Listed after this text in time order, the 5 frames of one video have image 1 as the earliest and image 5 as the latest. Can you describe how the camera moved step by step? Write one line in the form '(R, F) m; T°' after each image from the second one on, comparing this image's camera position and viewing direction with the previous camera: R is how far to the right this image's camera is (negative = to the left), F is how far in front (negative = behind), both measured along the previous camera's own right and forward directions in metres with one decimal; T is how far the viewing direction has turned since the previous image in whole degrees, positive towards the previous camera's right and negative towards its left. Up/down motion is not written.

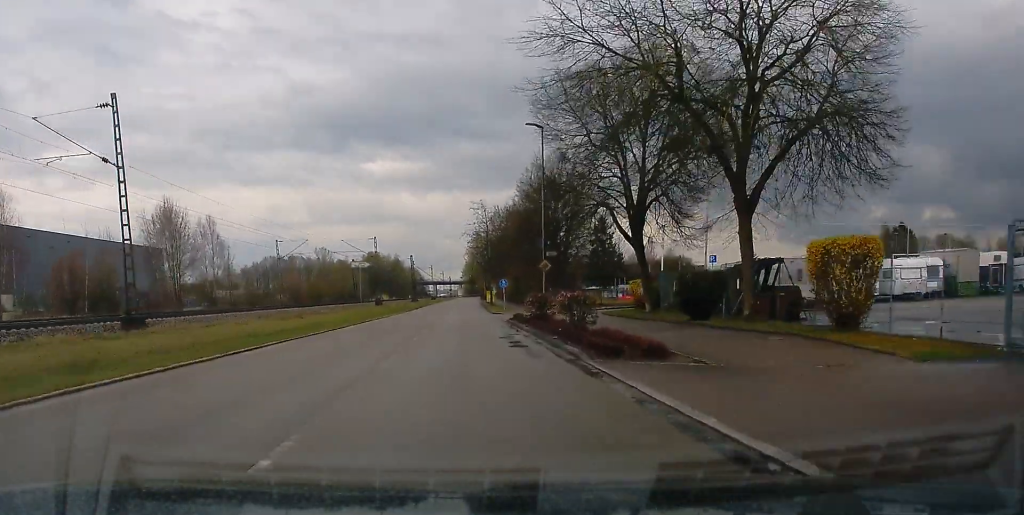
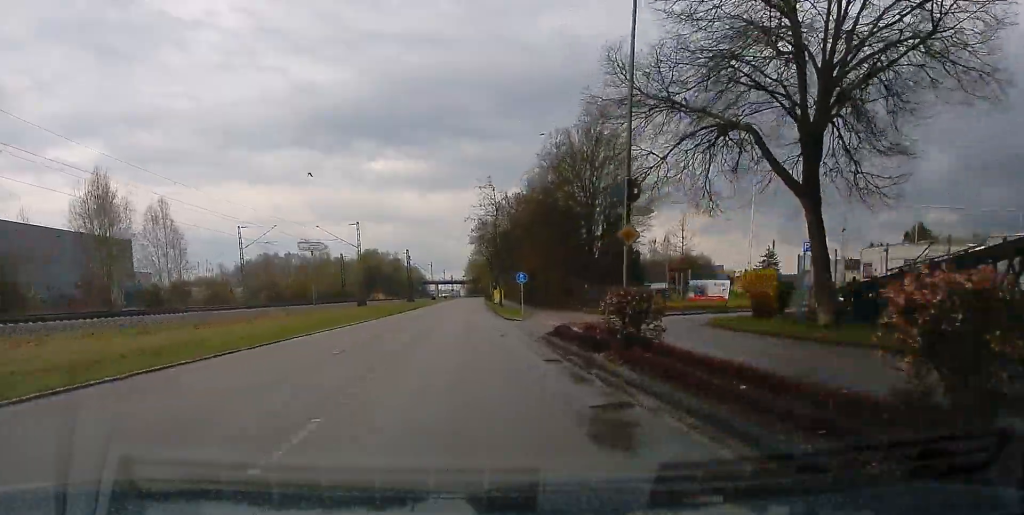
(0.0, +17.1) m; 0°
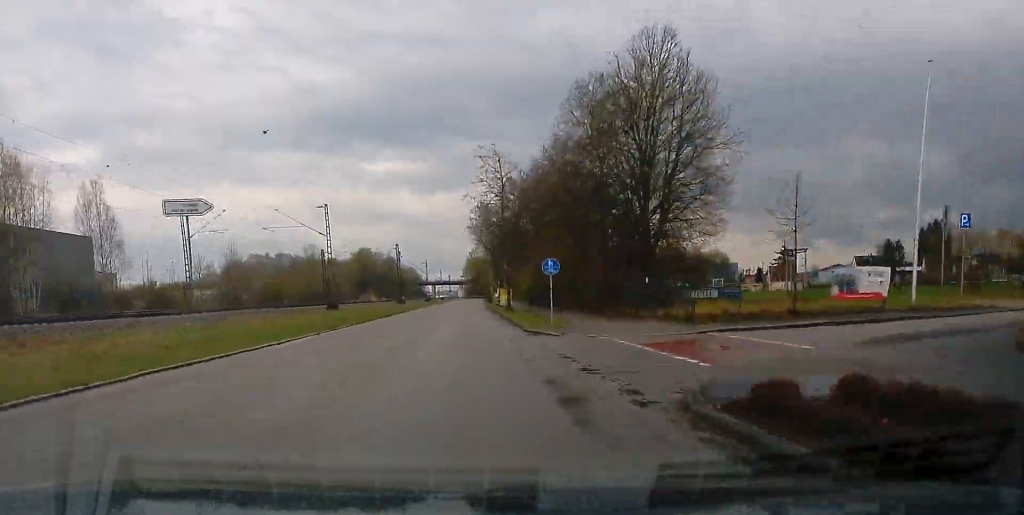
(-0.1, +15.4) m; 0°
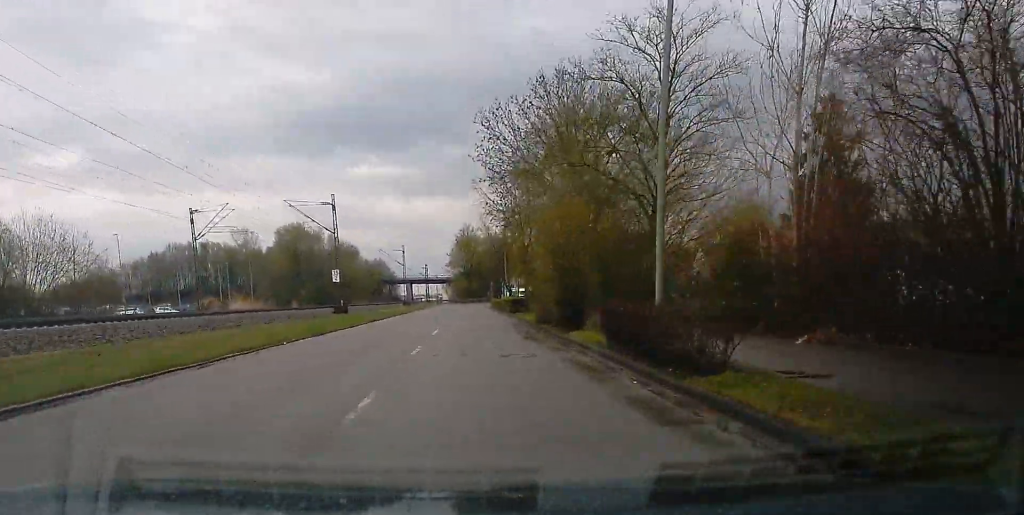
(+0.9, +104.2) m; +1°
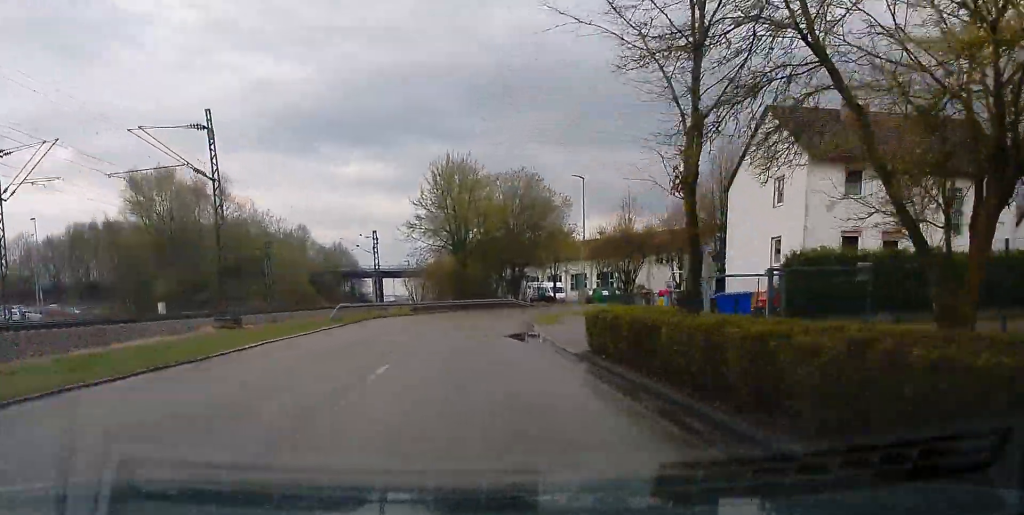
(+1.0, +75.6) m; +1°
